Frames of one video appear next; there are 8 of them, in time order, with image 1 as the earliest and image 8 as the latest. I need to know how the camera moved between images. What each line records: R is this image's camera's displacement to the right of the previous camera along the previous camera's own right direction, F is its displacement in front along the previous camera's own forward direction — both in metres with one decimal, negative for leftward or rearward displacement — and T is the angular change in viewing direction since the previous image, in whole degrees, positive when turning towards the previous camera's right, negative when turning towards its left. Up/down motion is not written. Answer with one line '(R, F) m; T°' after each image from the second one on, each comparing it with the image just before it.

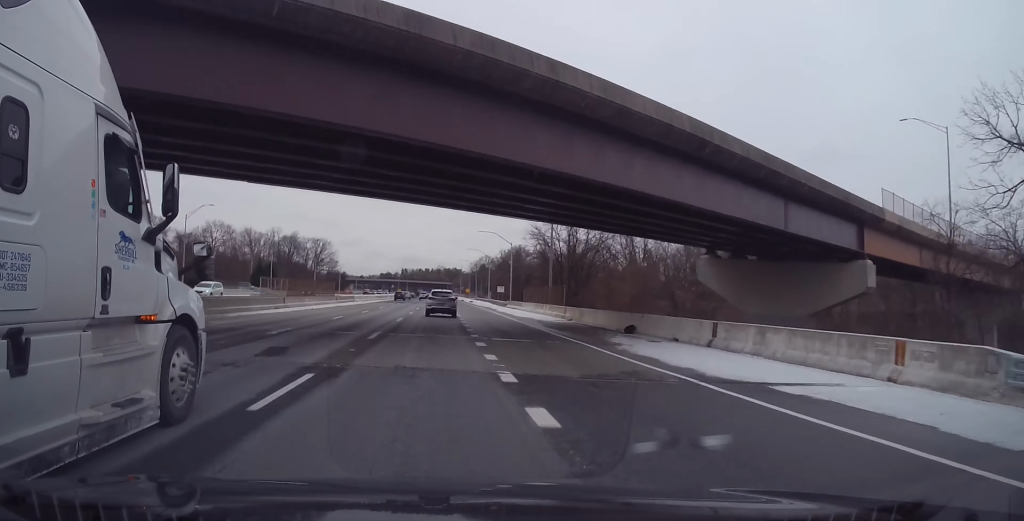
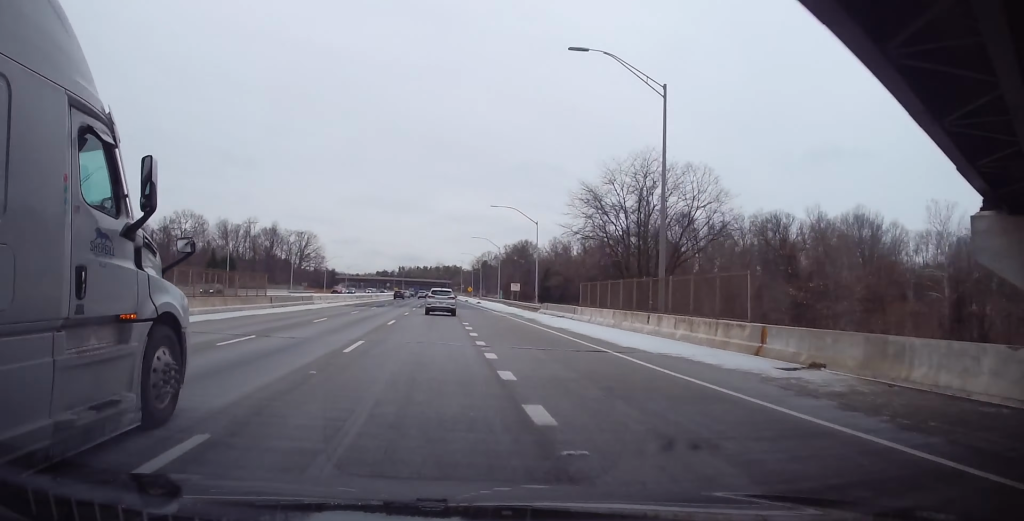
(-0.8, +29.5) m; 0°
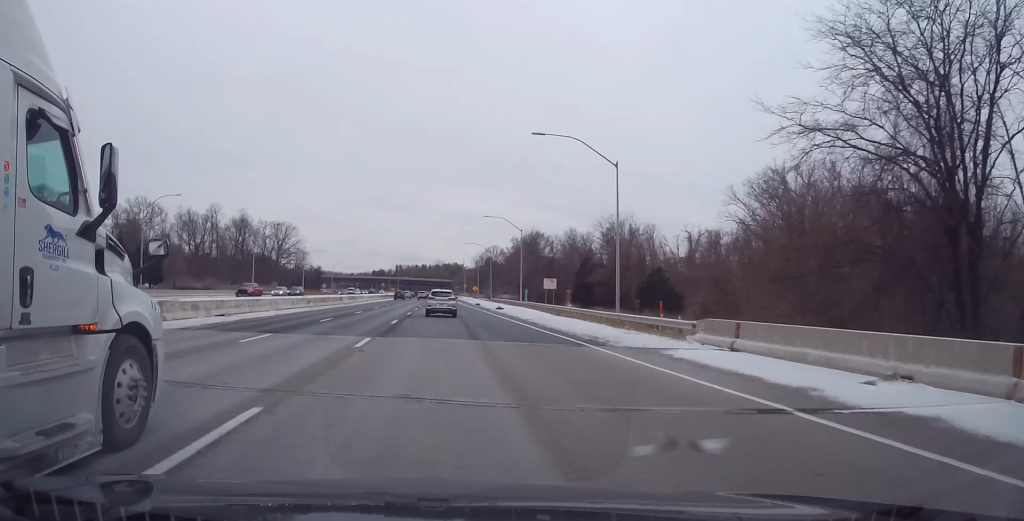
(+0.4, +34.5) m; +1°
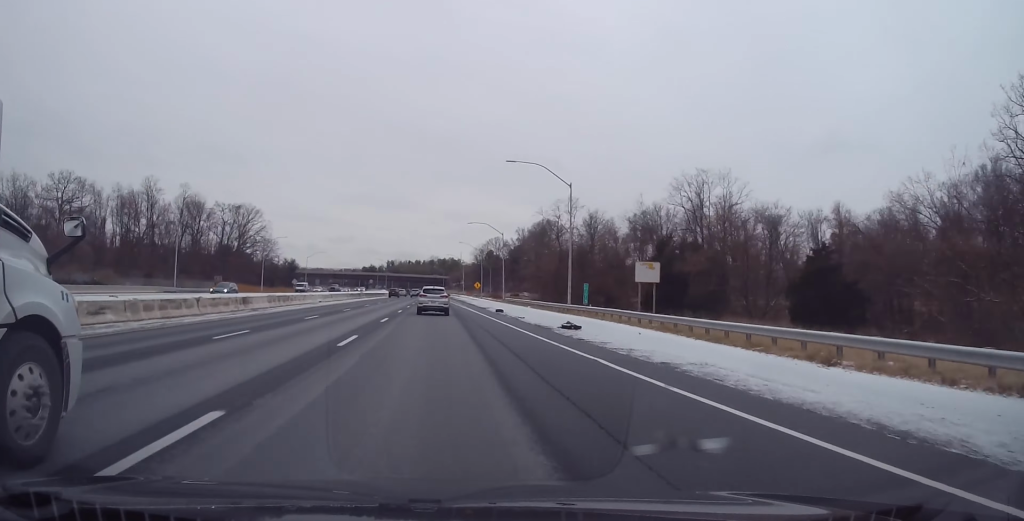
(+0.3, +37.6) m; 0°
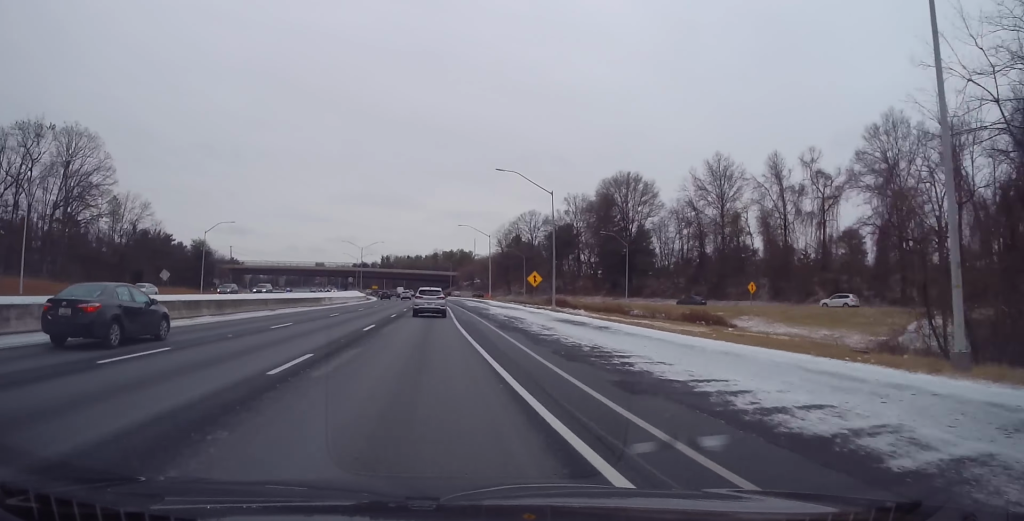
(-0.3, +92.5) m; 0°
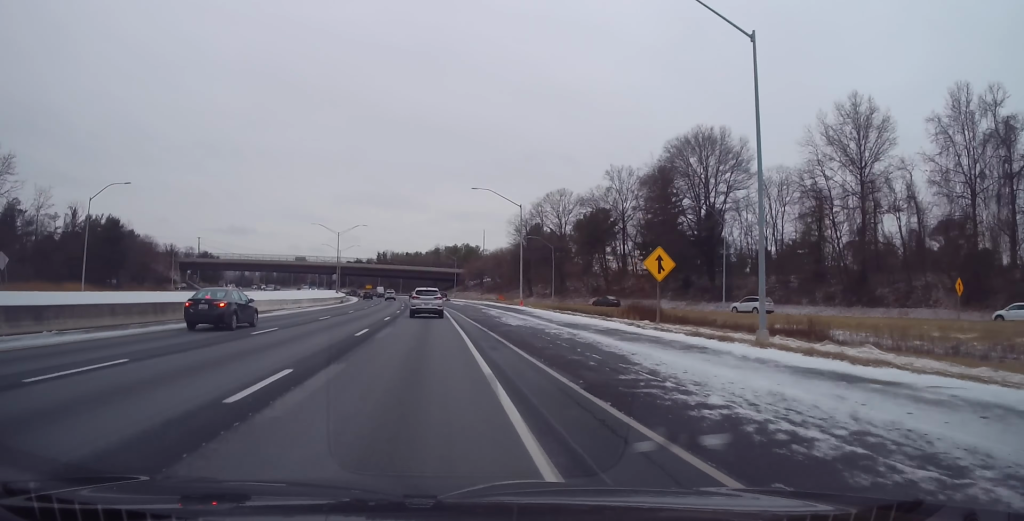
(-0.1, +38.9) m; -1°
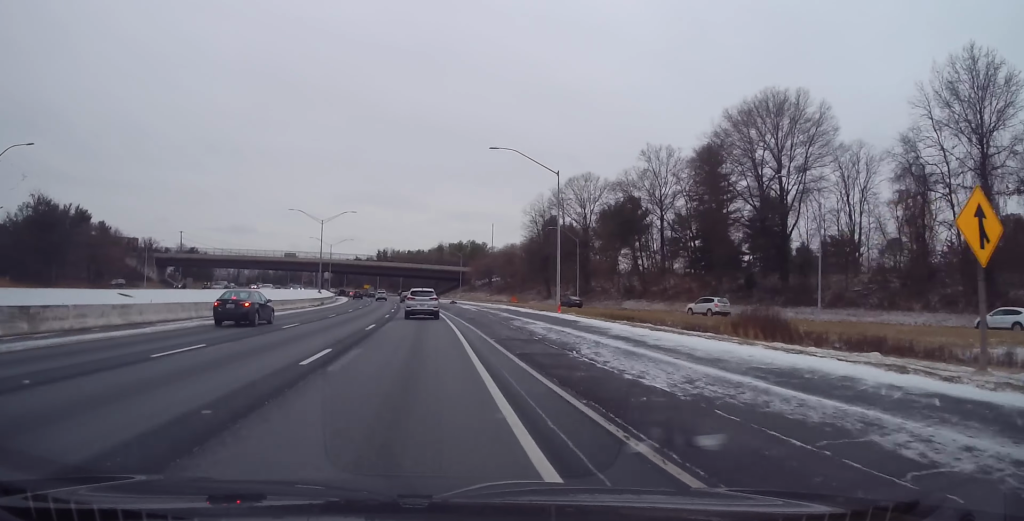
(-0.2, +20.5) m; -1°
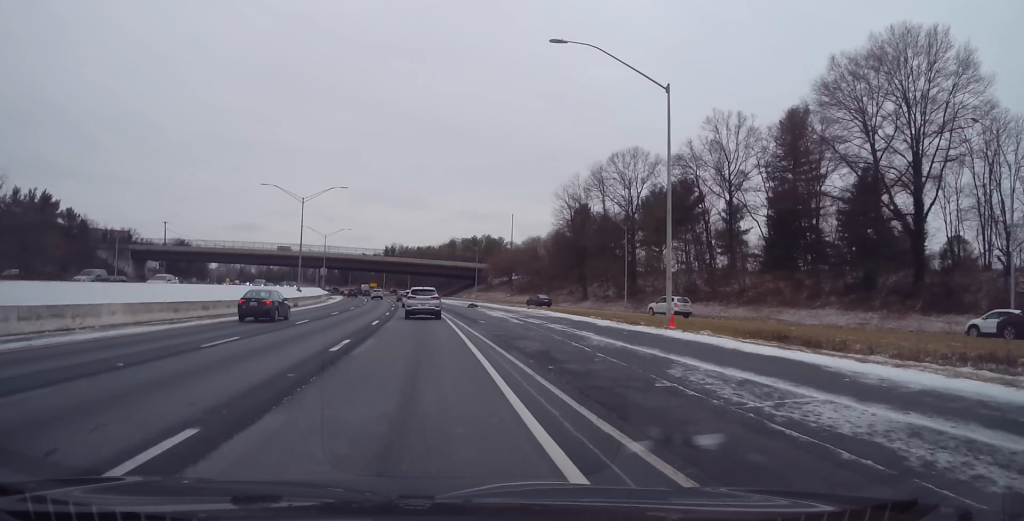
(0.0, +21.9) m; -1°
